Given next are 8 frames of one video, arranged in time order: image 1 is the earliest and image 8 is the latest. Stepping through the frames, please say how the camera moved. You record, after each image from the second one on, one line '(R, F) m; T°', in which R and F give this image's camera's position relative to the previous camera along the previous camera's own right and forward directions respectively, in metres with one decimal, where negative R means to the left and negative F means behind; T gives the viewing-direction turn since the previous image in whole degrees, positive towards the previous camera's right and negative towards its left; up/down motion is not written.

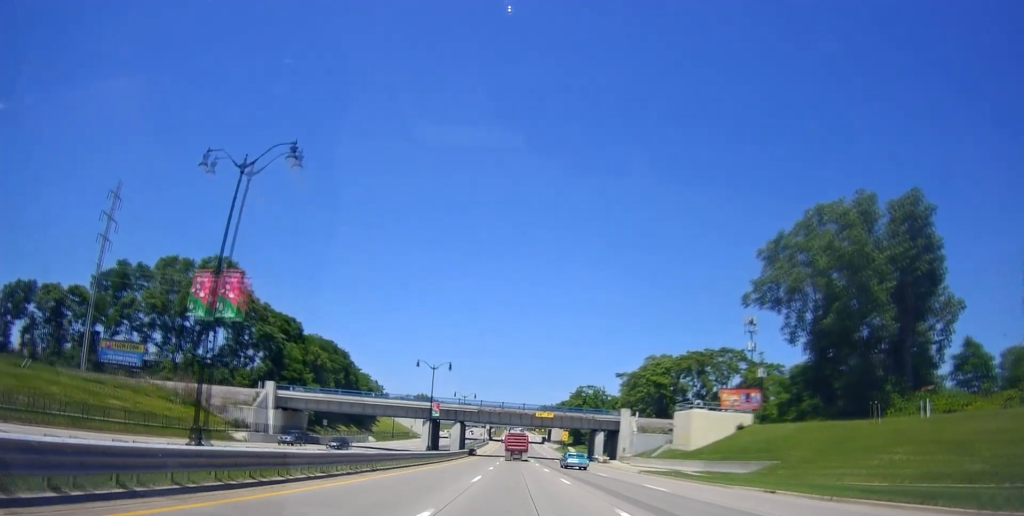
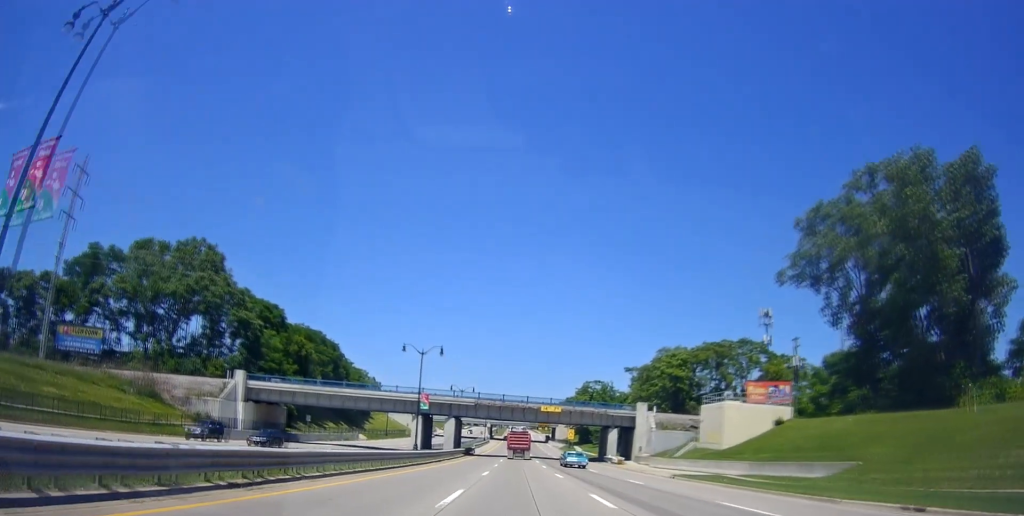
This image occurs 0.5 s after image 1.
(-0.2, +10.0) m; 0°
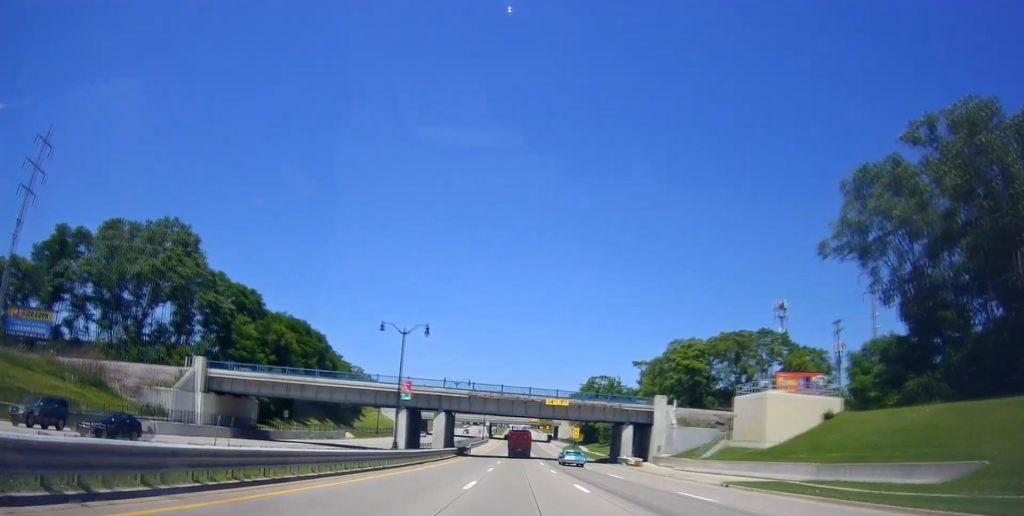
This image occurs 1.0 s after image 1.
(+0.1, +10.1) m; 0°
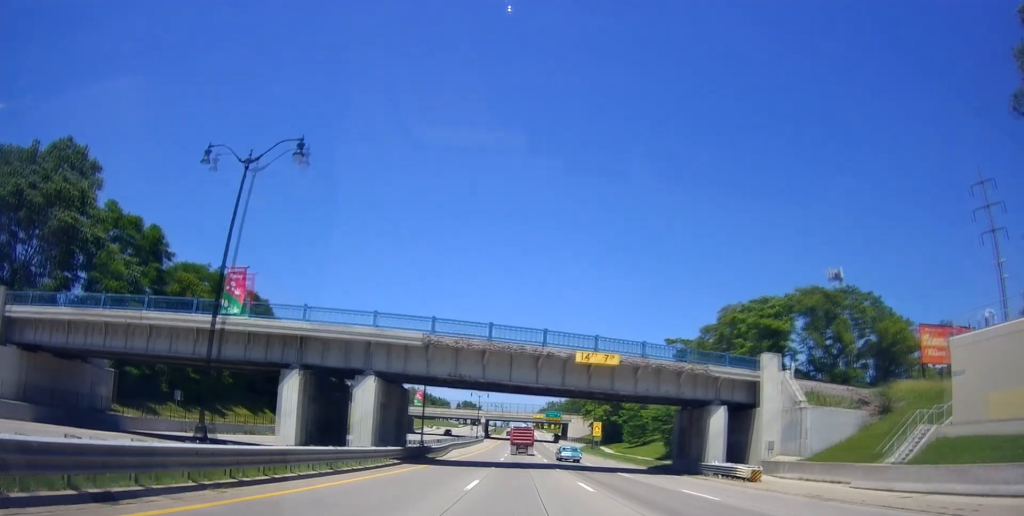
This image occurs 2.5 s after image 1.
(+0.4, +30.6) m; -1°
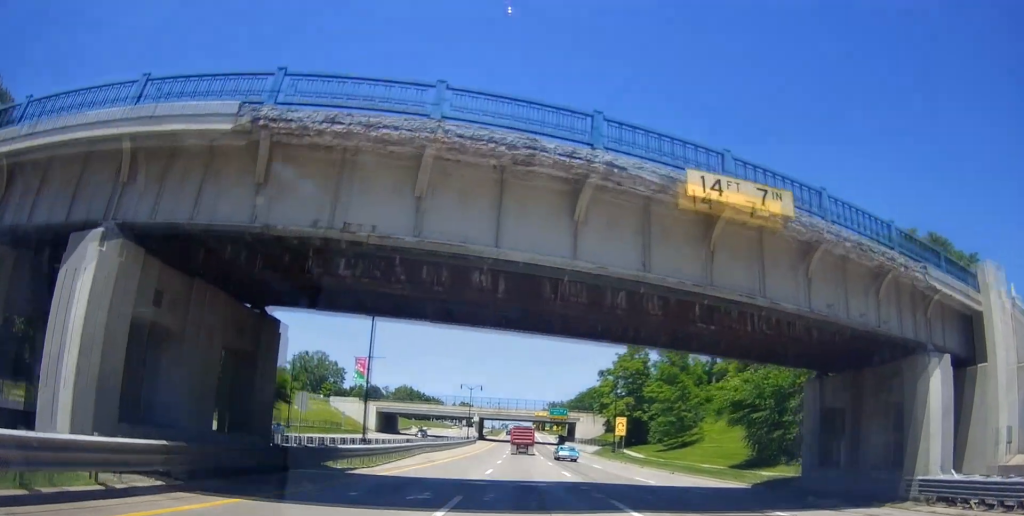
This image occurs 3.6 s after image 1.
(-0.7, +22.1) m; -1°
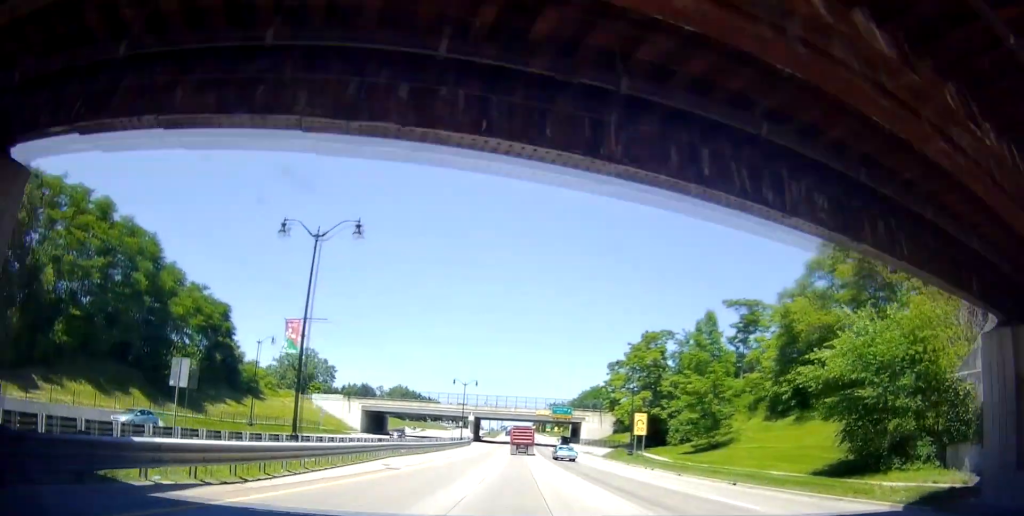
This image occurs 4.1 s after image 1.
(+0.1, +11.8) m; 0°
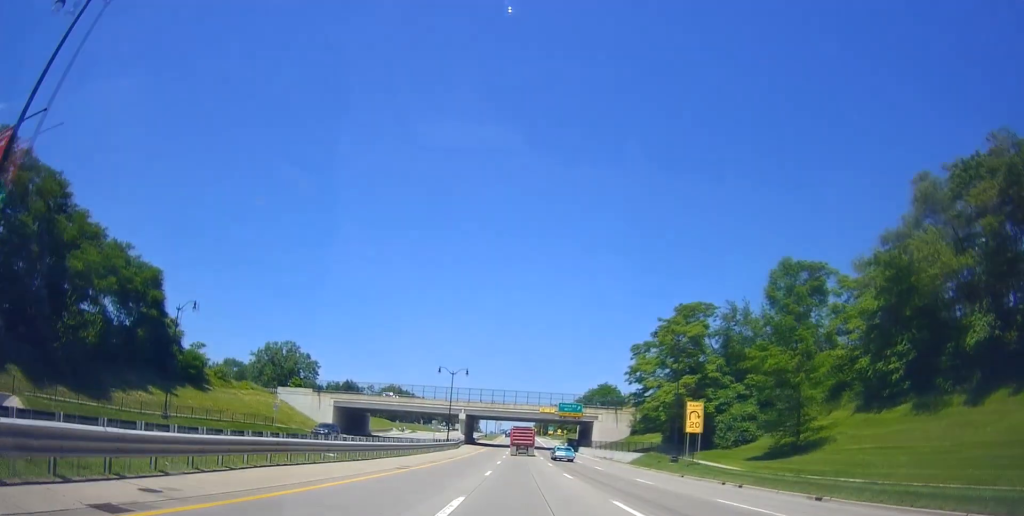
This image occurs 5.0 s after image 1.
(+0.2, +18.8) m; +1°
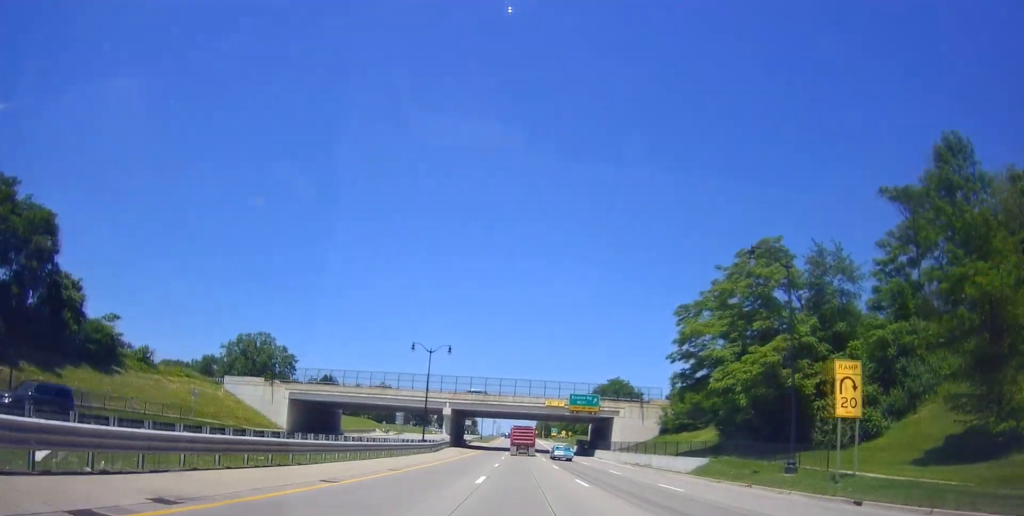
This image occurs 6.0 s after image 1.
(+0.1, +20.9) m; +1°
